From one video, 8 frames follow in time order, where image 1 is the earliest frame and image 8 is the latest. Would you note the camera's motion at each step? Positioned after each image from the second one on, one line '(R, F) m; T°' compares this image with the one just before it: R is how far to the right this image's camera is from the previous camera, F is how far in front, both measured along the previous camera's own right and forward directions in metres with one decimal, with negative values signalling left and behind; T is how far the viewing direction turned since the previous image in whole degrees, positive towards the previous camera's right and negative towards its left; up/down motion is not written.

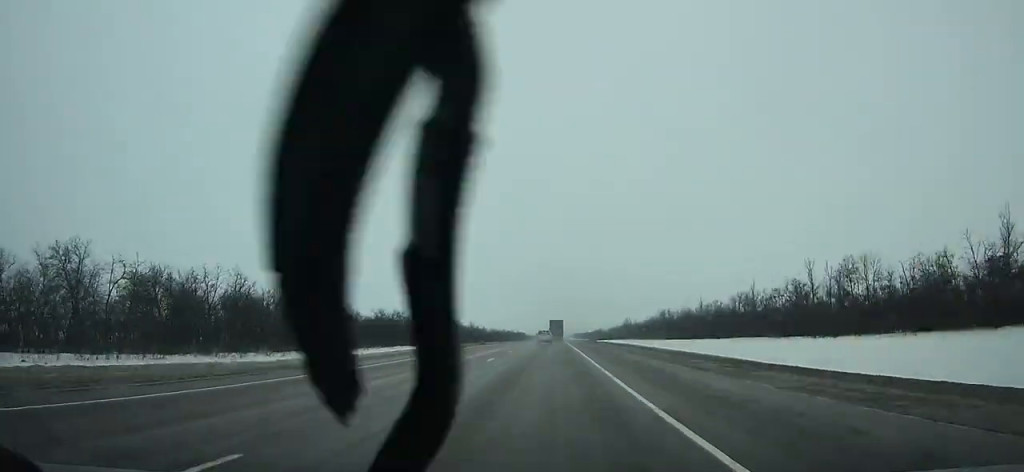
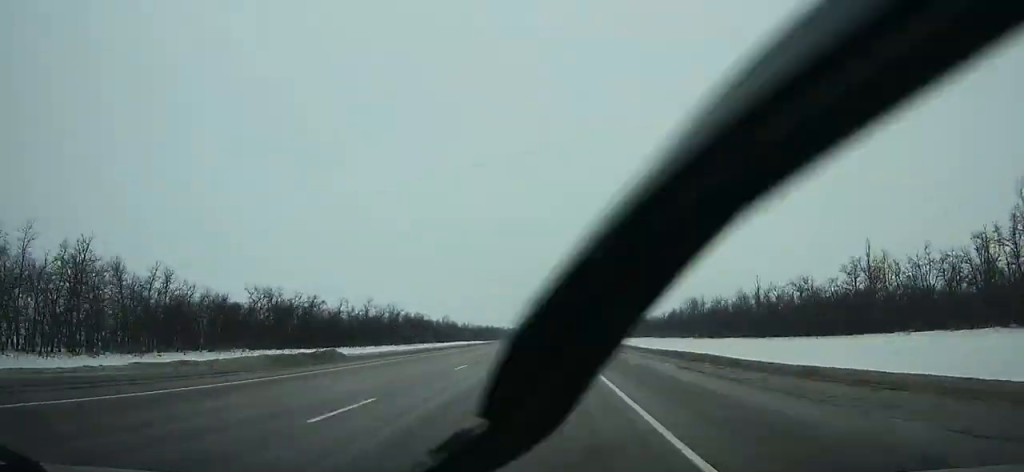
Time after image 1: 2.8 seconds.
(+0.1, +67.4) m; 0°
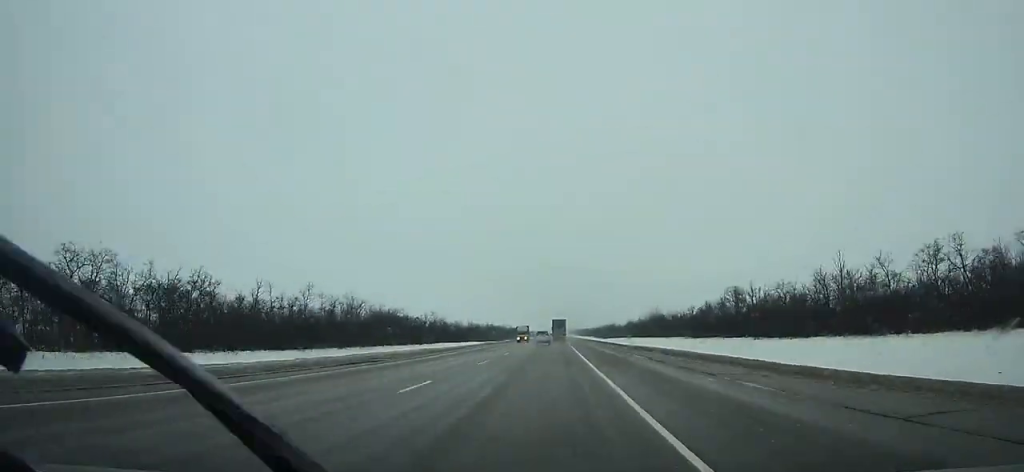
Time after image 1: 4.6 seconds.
(-0.1, +44.1) m; 0°
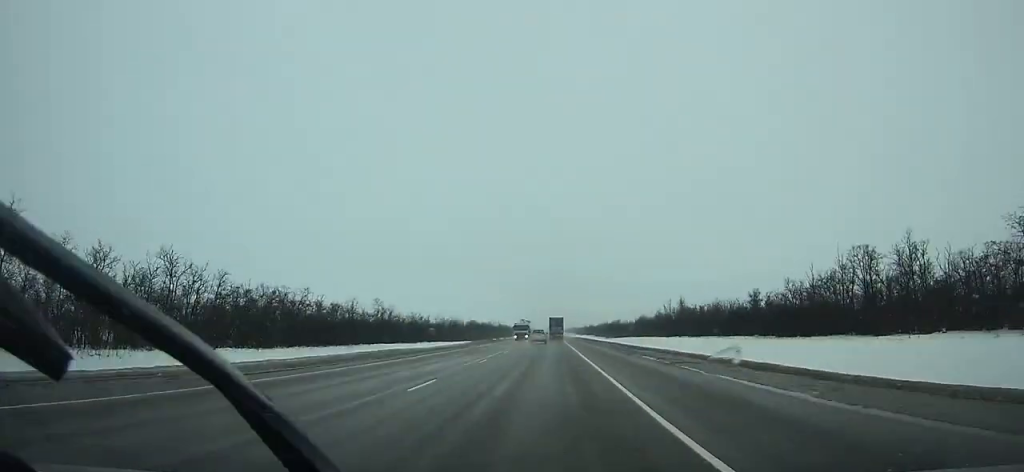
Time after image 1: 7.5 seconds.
(+0.2, +72.7) m; 0°
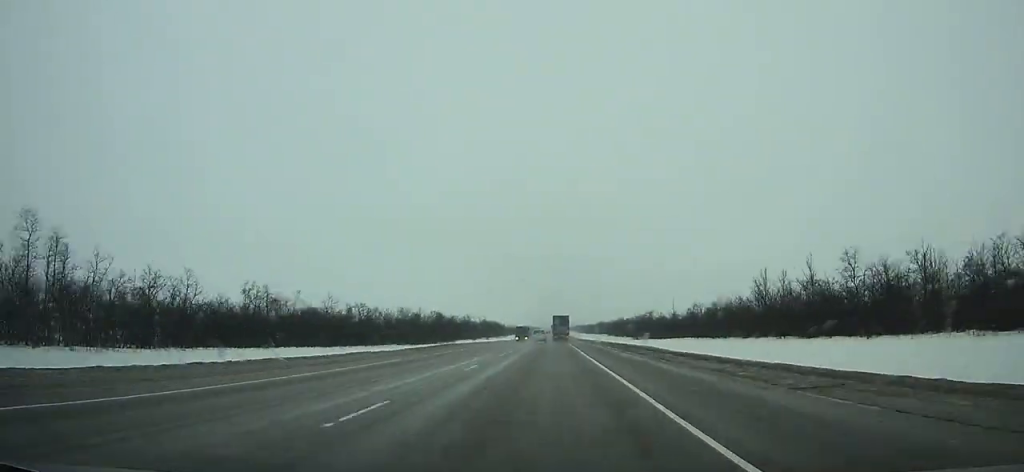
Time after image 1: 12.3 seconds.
(-0.1, +124.6) m; 0°
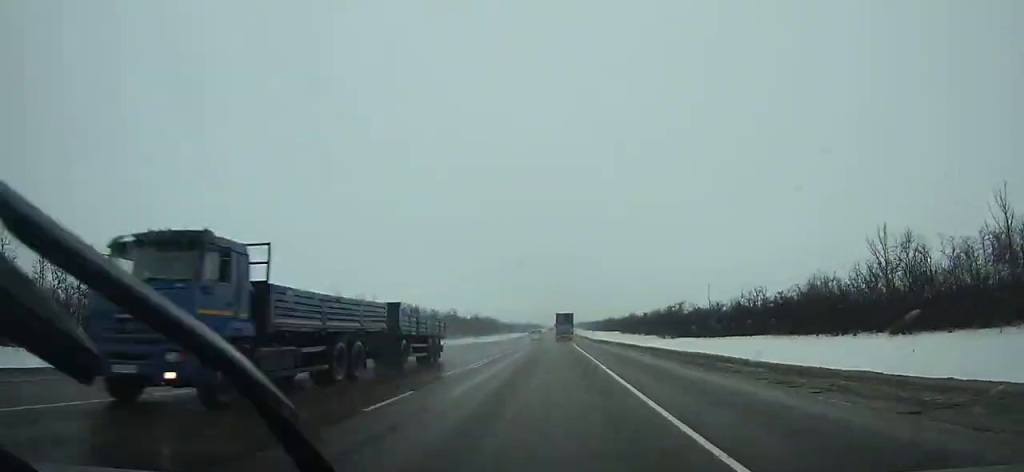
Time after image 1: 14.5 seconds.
(-0.1, +58.3) m; 0°
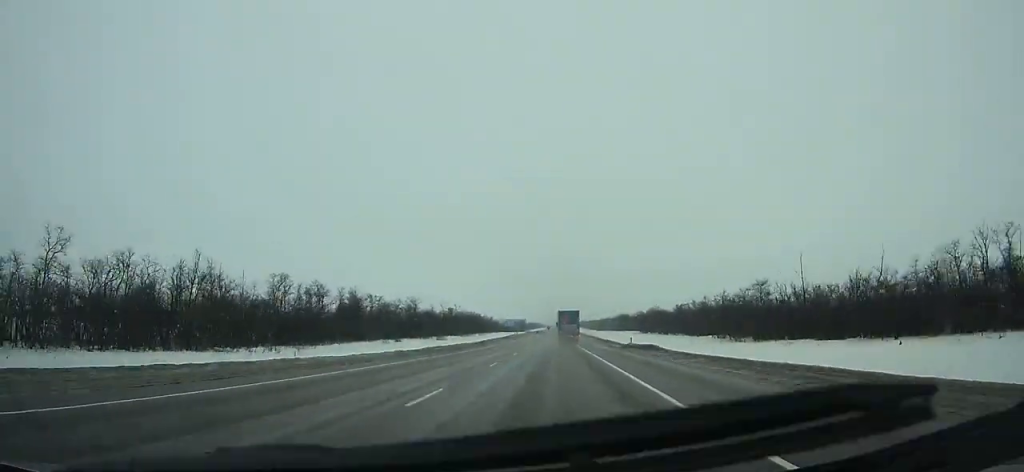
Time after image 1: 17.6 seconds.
(-0.1, +83.2) m; 0°
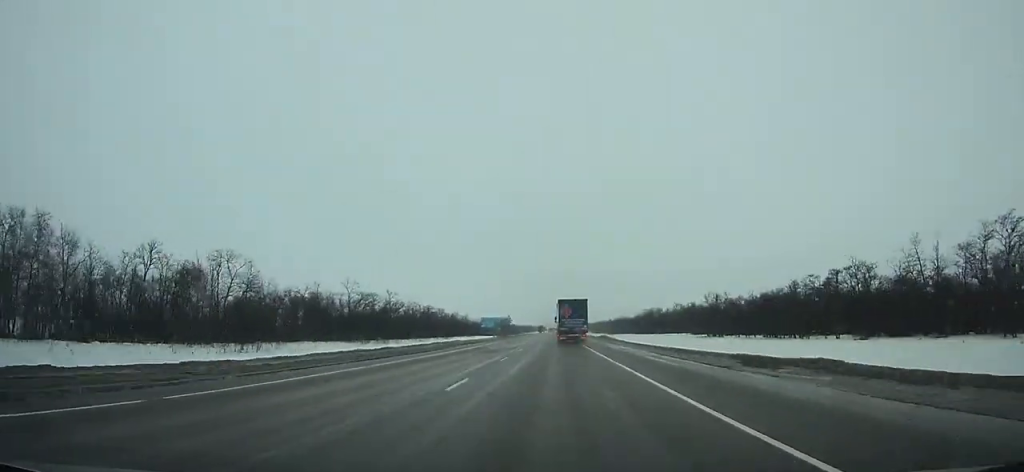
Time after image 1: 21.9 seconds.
(+0.1, +117.3) m; 0°
